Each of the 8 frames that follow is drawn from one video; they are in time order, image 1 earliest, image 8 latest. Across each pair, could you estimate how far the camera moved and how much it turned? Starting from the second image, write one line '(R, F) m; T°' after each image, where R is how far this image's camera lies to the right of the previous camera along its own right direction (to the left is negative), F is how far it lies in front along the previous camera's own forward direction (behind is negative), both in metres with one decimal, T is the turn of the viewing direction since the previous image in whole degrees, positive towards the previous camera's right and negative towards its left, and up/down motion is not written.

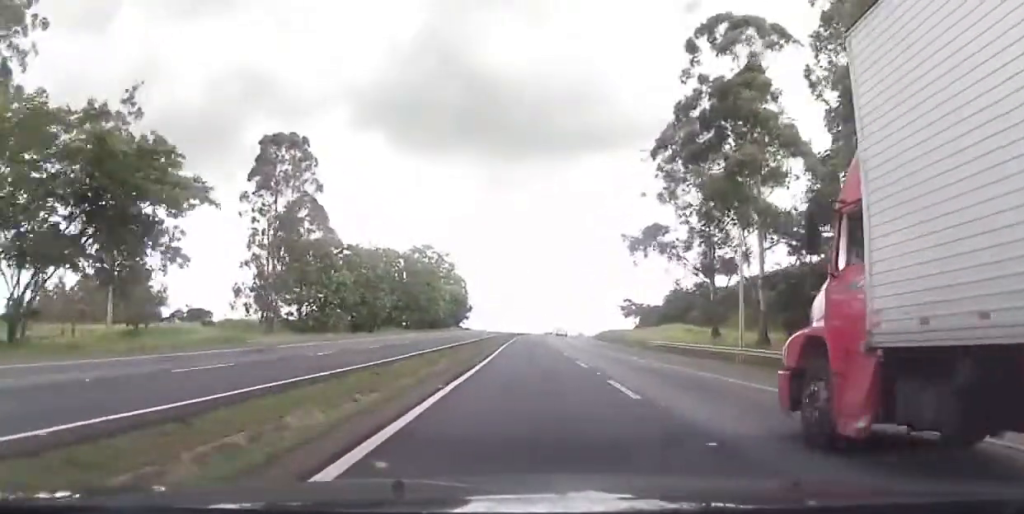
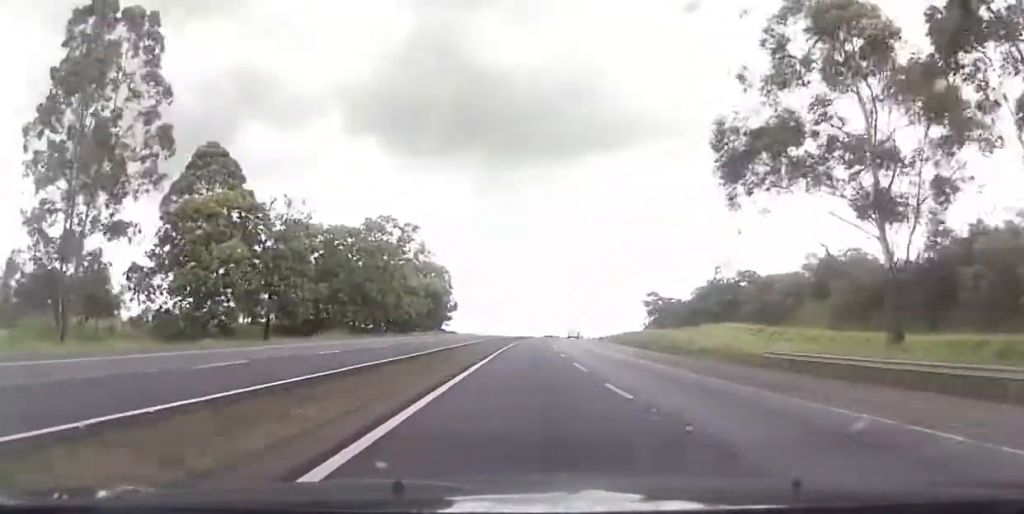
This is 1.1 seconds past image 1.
(-0.1, +34.5) m; 0°
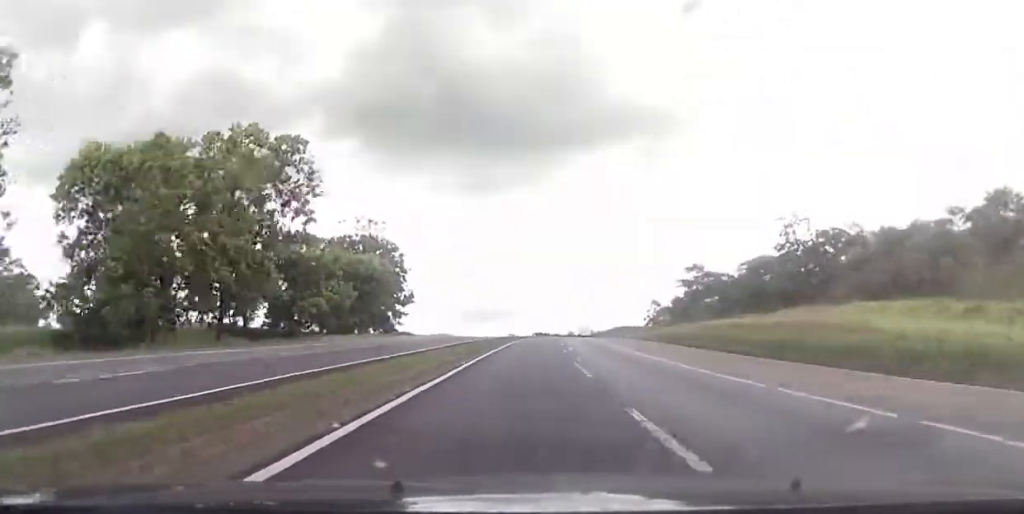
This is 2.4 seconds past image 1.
(-0.1, +41.9) m; 0°
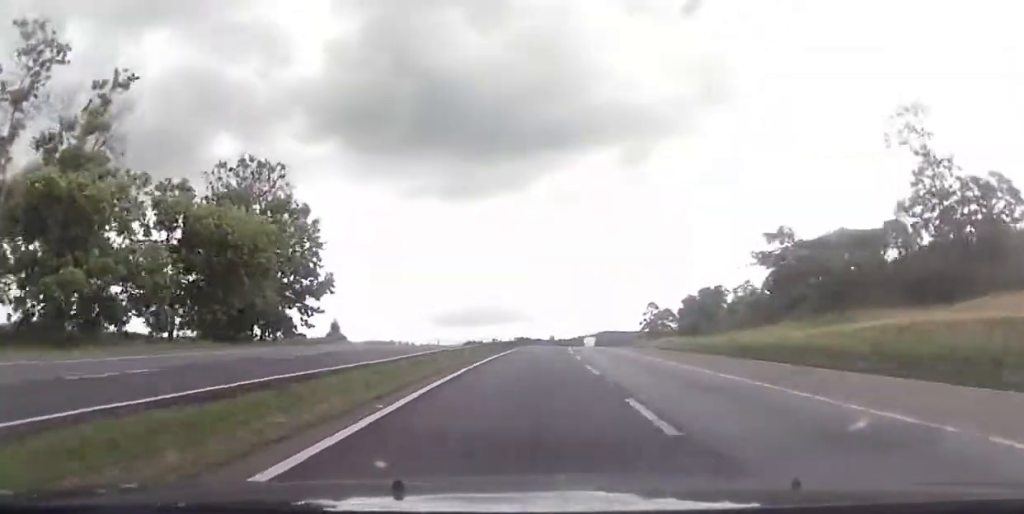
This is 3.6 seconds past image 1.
(+0.3, +35.8) m; +1°
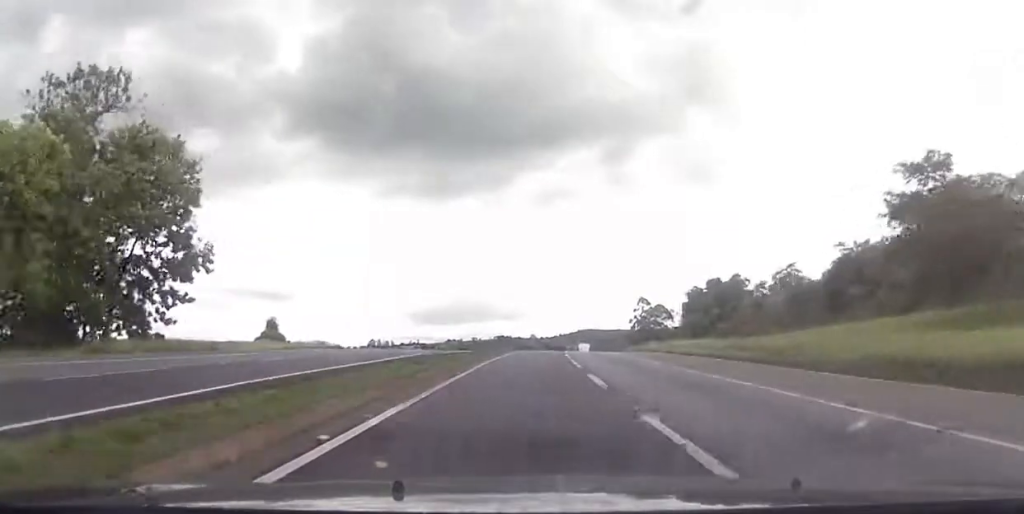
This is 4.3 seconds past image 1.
(0.0, +24.4) m; +2°
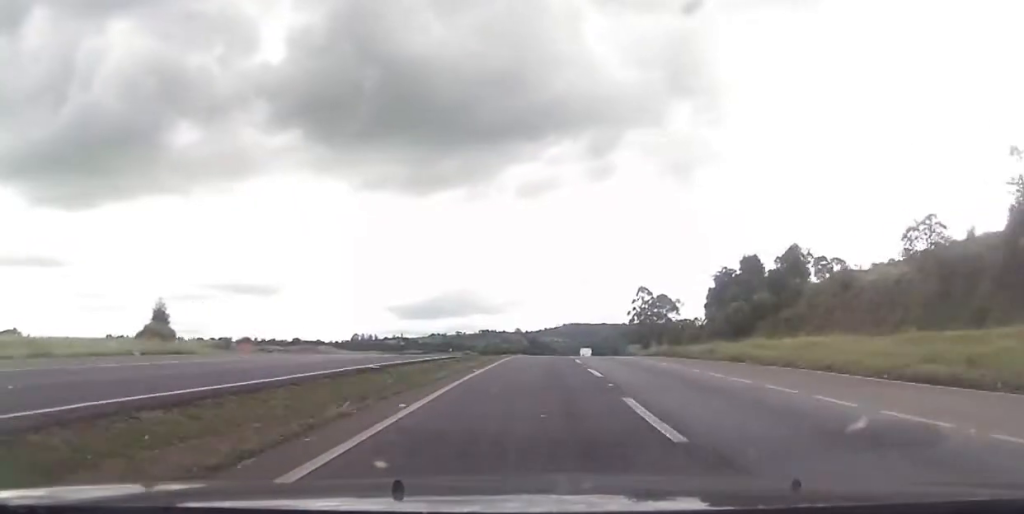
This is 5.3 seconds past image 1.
(+0.8, +31.8) m; +2°
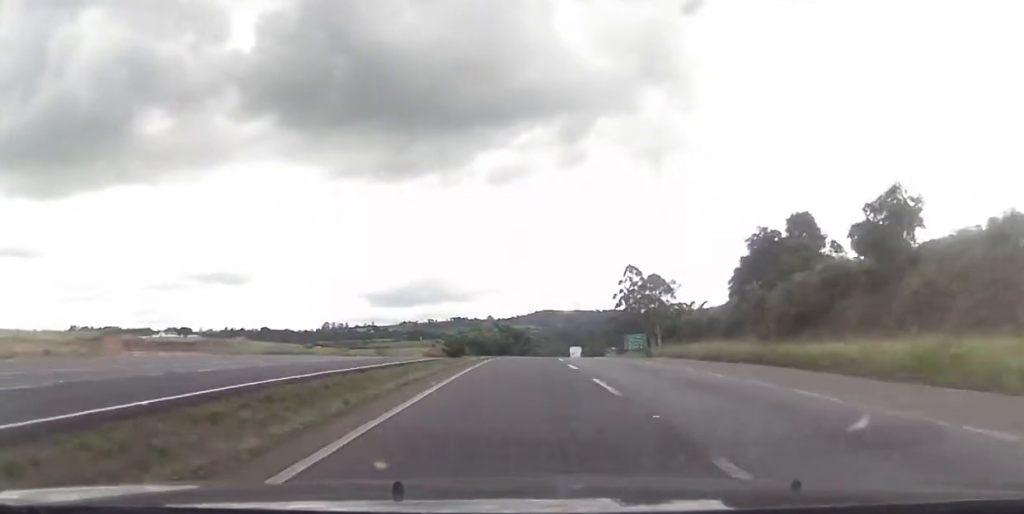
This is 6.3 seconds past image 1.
(+0.3, +30.7) m; +1°
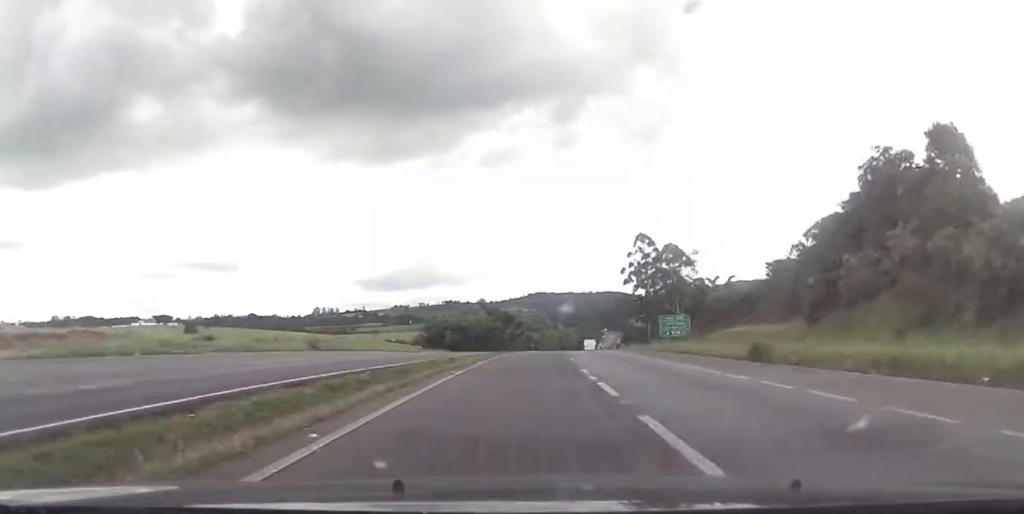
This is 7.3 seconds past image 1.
(+0.2, +31.8) m; +2°
